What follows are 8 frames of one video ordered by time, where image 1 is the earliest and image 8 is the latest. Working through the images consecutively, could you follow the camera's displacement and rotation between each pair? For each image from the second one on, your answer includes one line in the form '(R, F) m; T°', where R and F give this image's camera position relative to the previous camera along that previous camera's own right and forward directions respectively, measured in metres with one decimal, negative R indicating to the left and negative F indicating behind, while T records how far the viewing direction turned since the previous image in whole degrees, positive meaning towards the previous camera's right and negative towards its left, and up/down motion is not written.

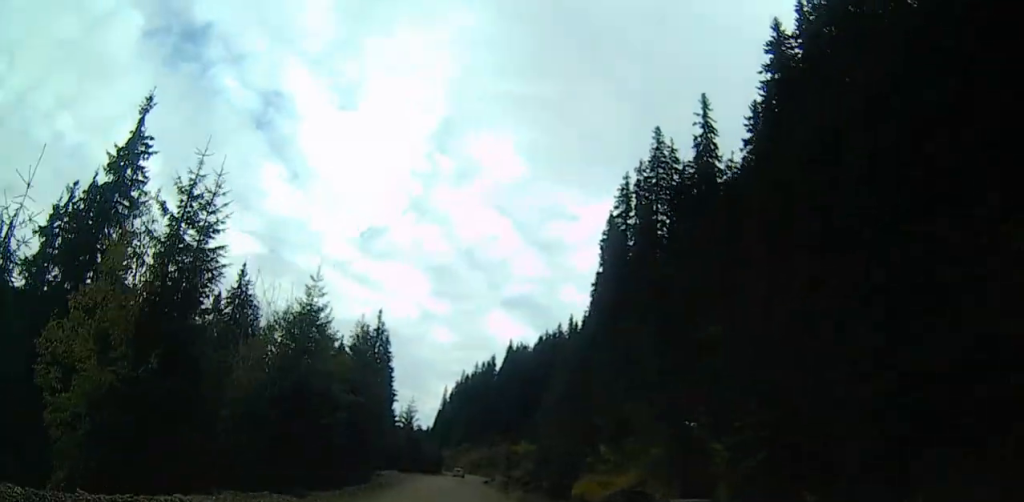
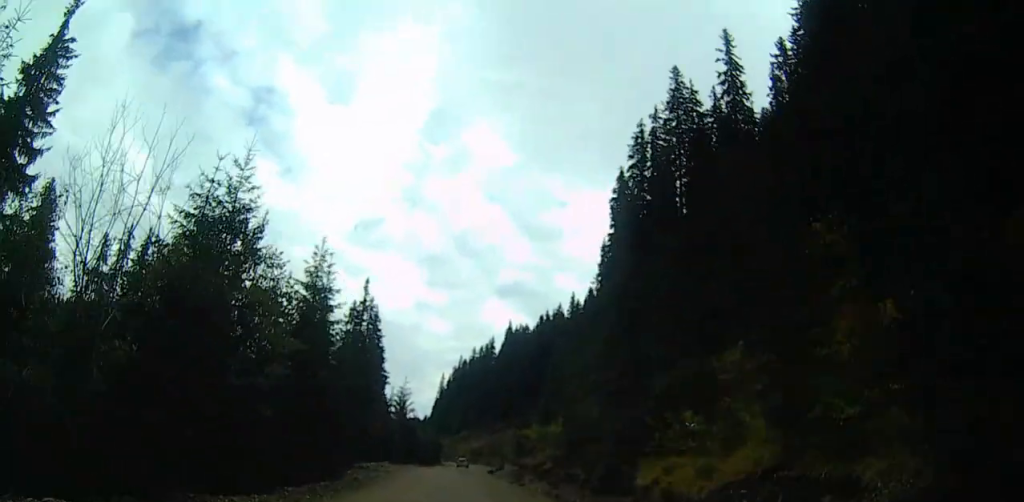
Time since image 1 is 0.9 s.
(0.0, +10.4) m; 0°
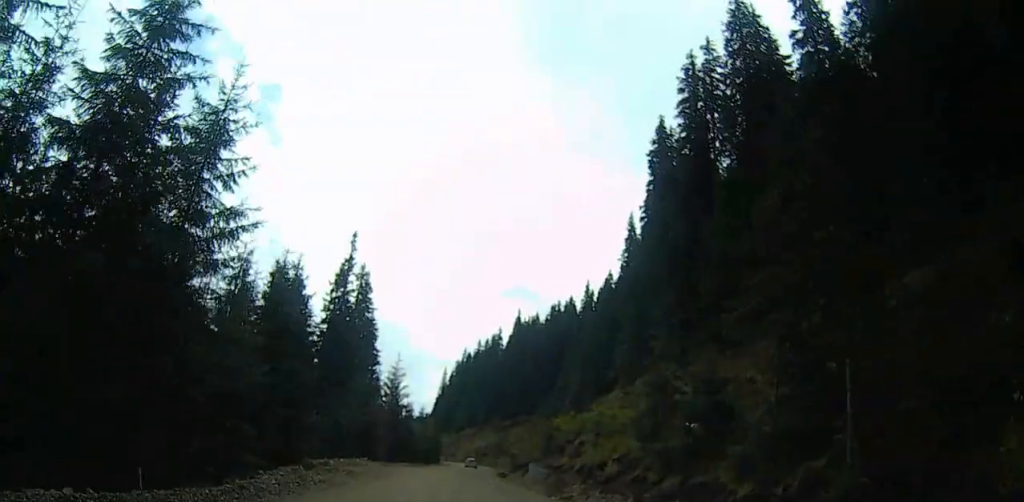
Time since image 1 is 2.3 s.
(0.0, +15.6) m; 0°
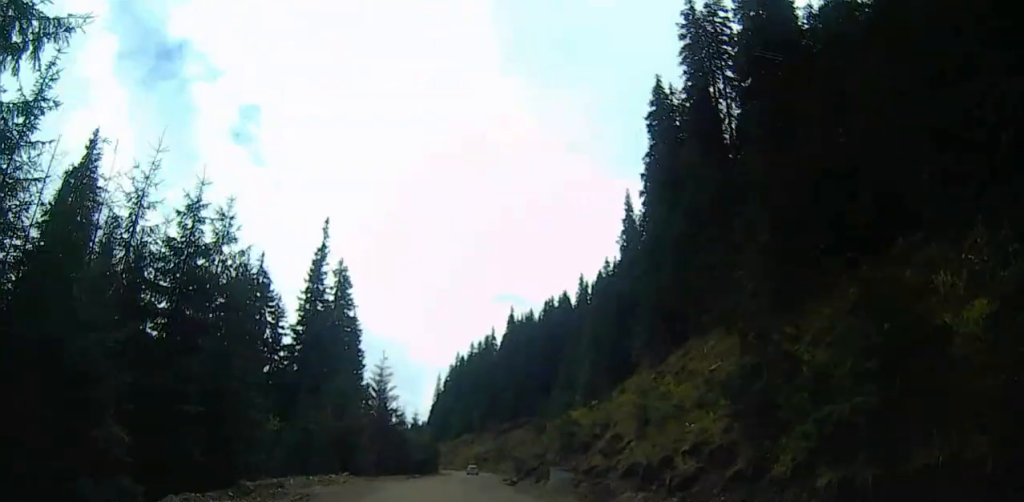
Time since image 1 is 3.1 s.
(0.0, +8.2) m; 0°
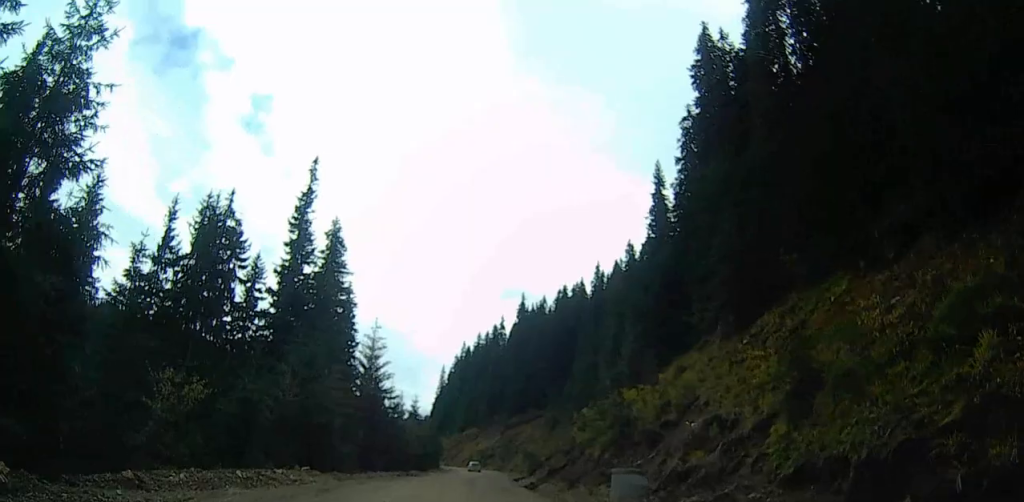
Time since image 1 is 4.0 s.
(0.0, +10.8) m; 0°
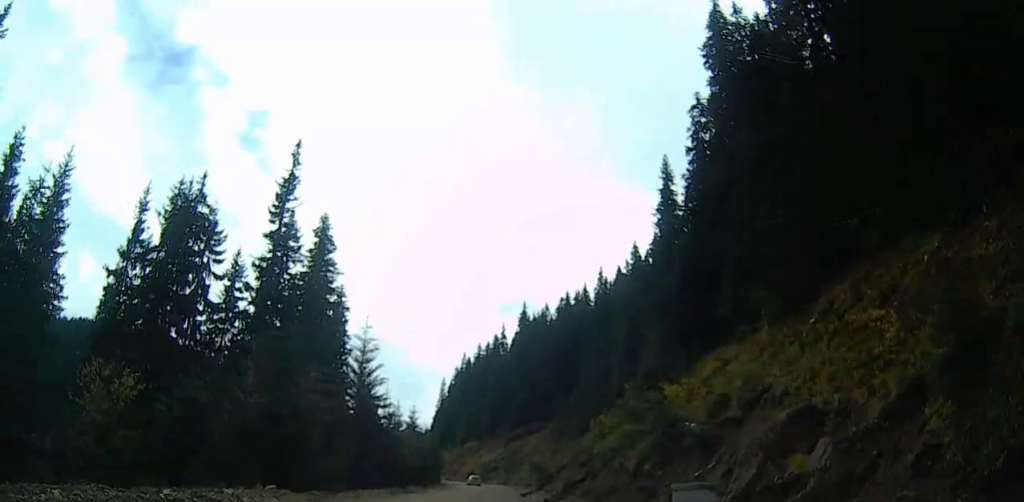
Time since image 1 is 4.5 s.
(0.0, +5.2) m; 0°
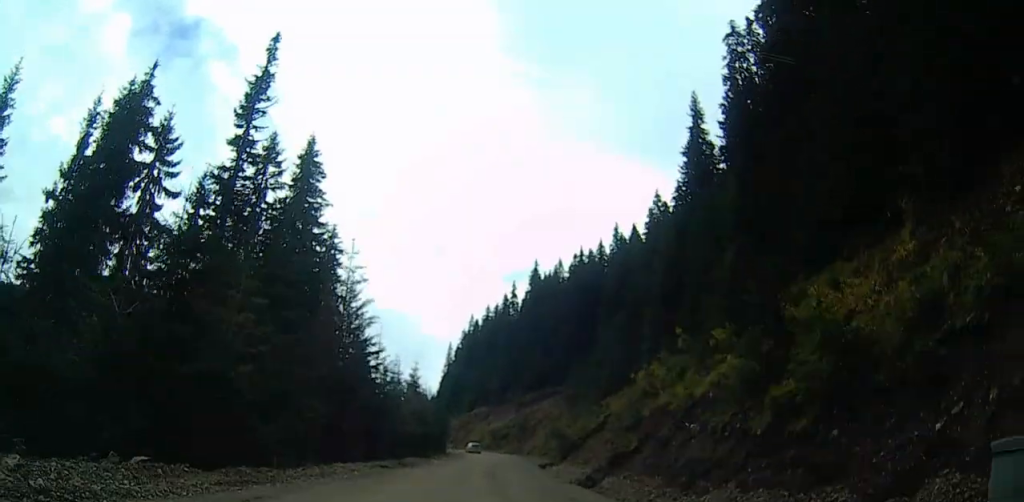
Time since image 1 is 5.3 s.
(0.0, +9.4) m; 0°
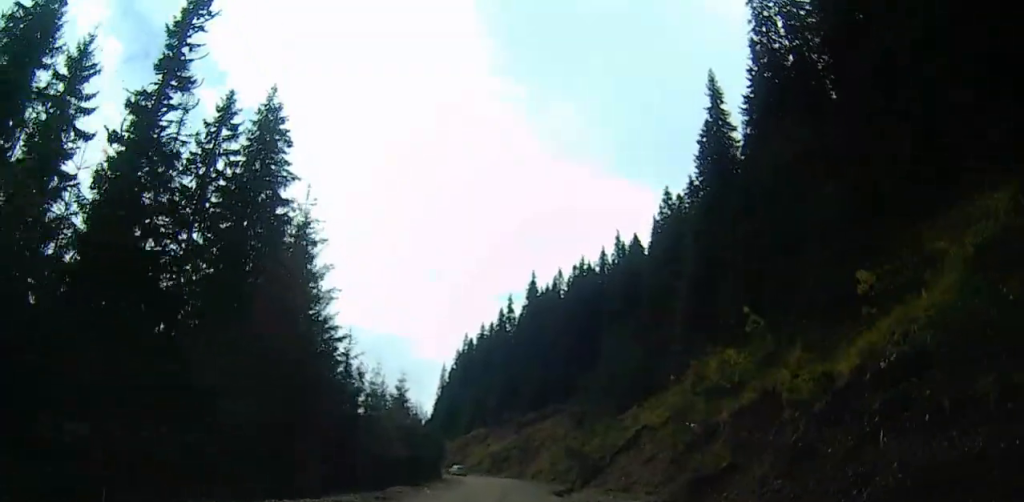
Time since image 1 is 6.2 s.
(0.0, +9.8) m; 0°
